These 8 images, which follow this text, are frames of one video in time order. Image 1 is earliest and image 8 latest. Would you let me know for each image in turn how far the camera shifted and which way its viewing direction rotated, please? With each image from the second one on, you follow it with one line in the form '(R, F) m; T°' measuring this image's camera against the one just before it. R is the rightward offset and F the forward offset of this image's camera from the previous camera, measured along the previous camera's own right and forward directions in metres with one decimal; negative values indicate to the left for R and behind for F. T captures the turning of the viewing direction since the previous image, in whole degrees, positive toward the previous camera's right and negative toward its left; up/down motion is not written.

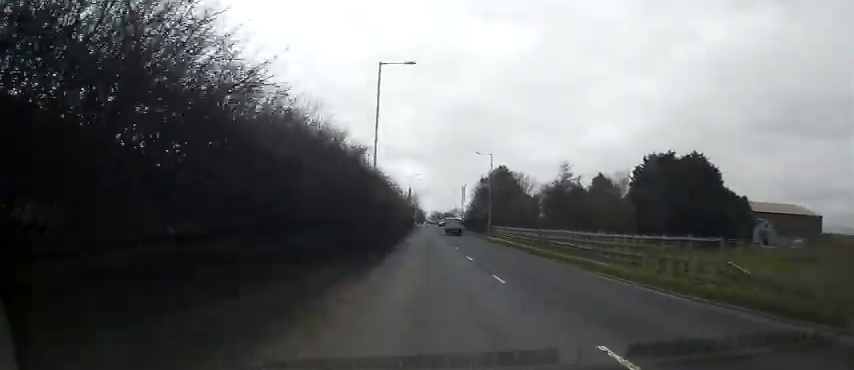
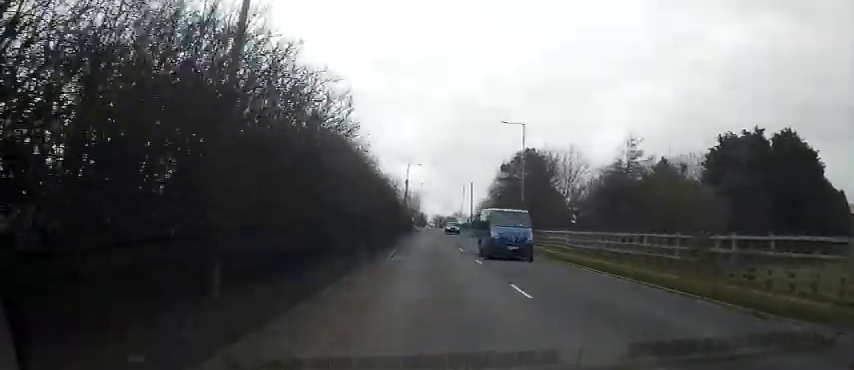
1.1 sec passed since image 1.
(0.0, +21.3) m; 0°
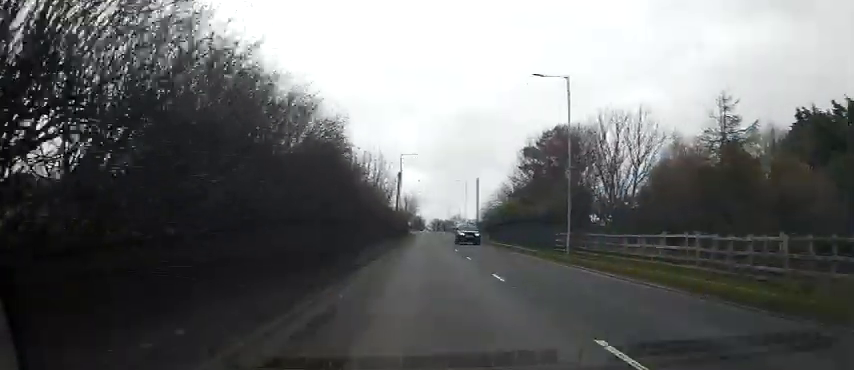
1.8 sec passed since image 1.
(0.0, +14.9) m; 0°
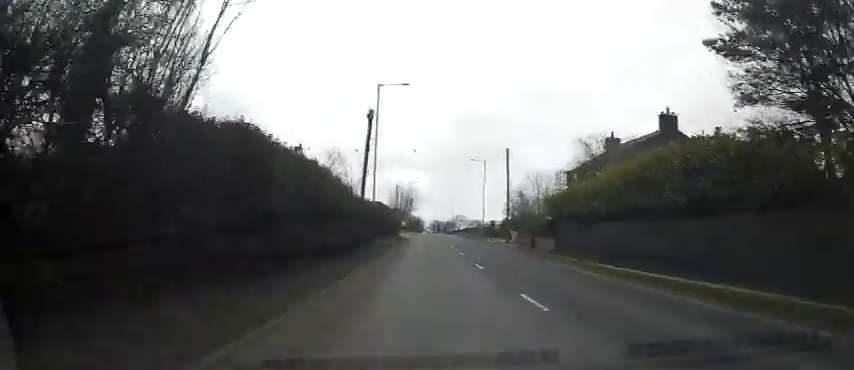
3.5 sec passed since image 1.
(+0.2, +32.6) m; +1°
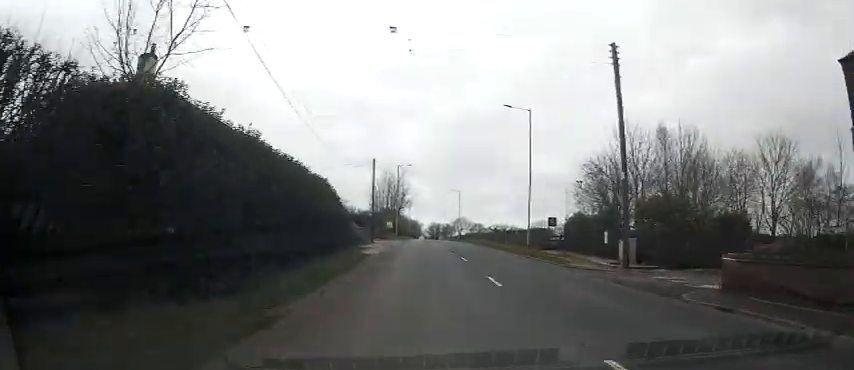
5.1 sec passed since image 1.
(+0.2, +32.7) m; +1°
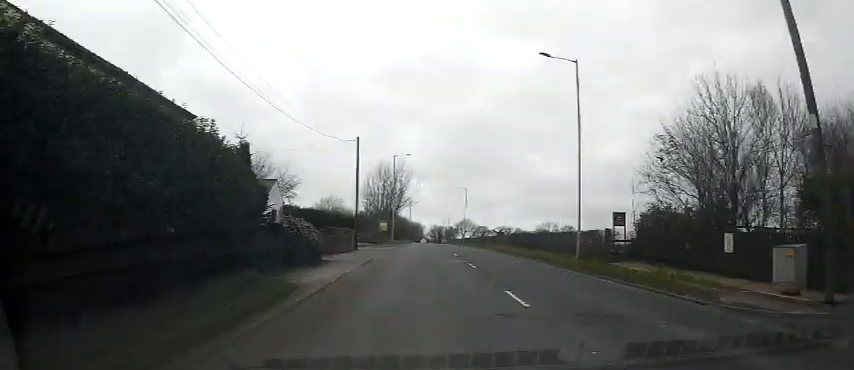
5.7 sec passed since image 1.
(0.0, +11.8) m; 0°
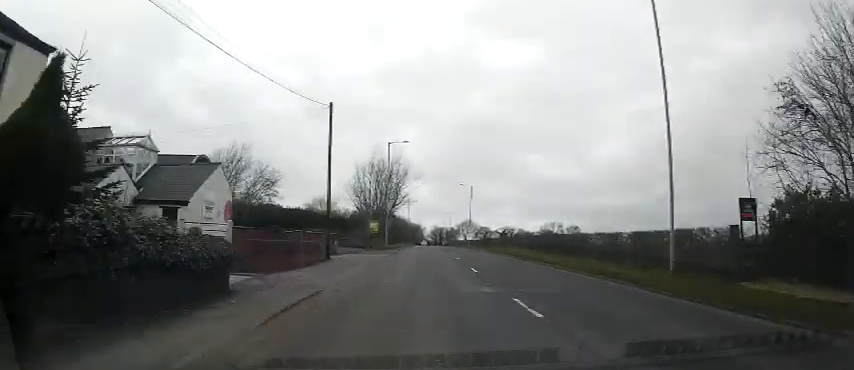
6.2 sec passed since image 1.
(0.0, +10.2) m; 0°
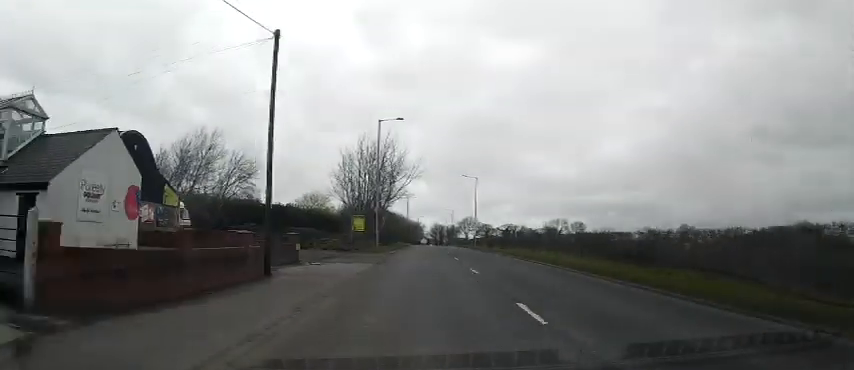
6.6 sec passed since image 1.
(0.0, +9.3) m; 0°
